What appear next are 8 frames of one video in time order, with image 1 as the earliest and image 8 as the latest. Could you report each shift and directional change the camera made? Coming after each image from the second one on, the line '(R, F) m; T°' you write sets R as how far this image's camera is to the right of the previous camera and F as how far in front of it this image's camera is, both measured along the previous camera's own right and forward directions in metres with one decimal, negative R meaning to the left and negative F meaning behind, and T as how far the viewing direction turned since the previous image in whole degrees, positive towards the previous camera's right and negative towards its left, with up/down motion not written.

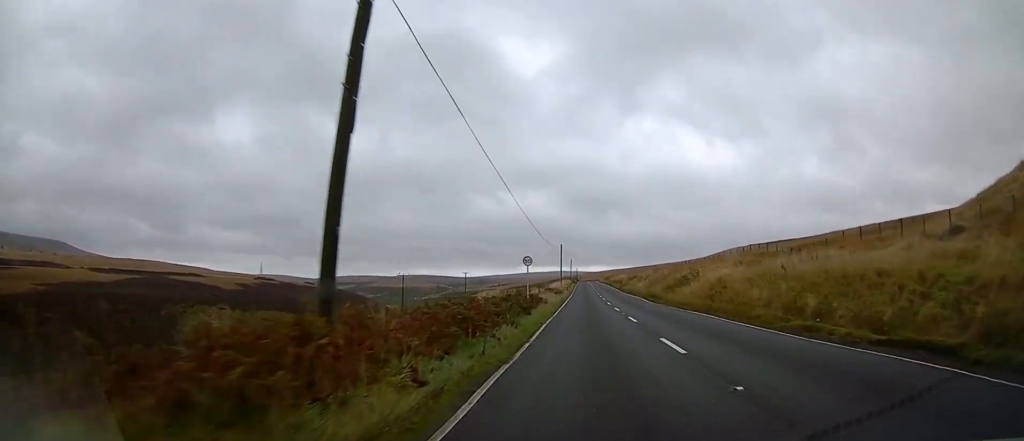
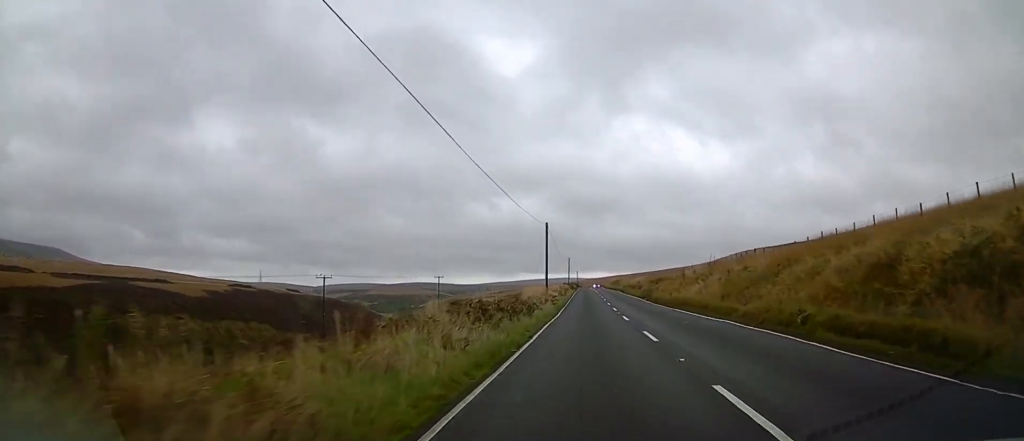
(-0.1, +31.6) m; +1°
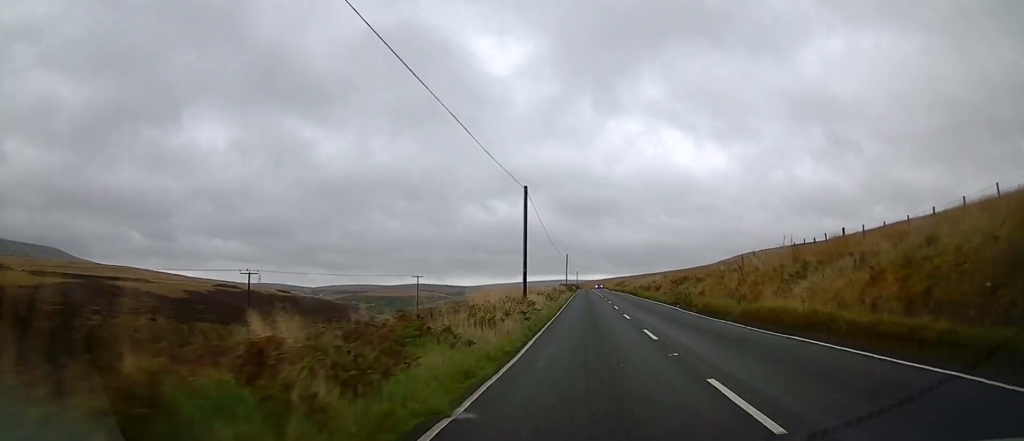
(+0.2, +16.8) m; +1°
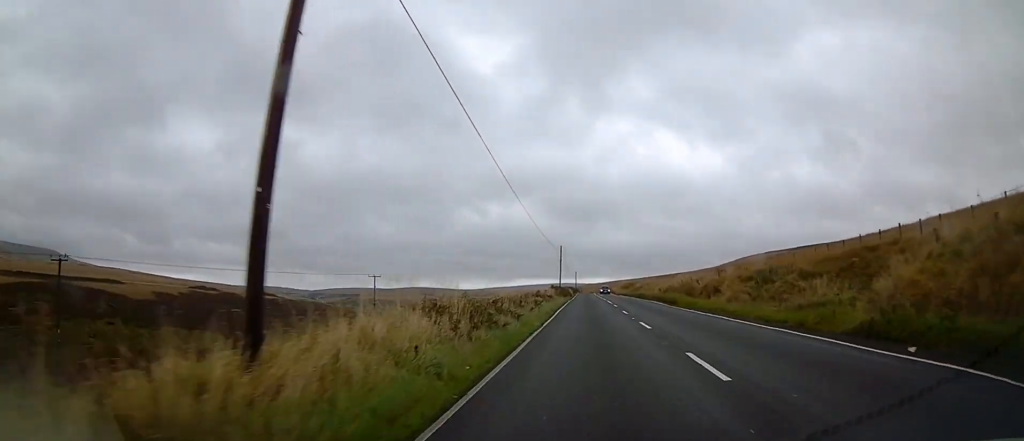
(0.0, +23.9) m; -1°
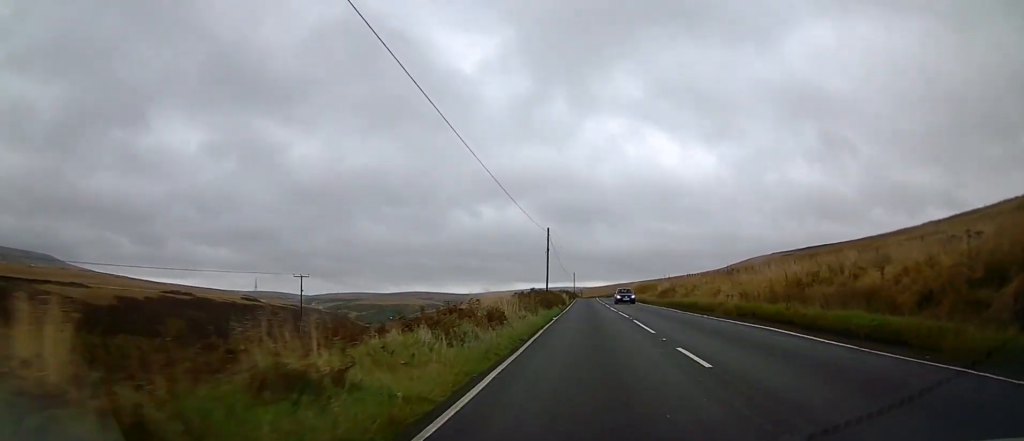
(-0.2, +24.7) m; 0°
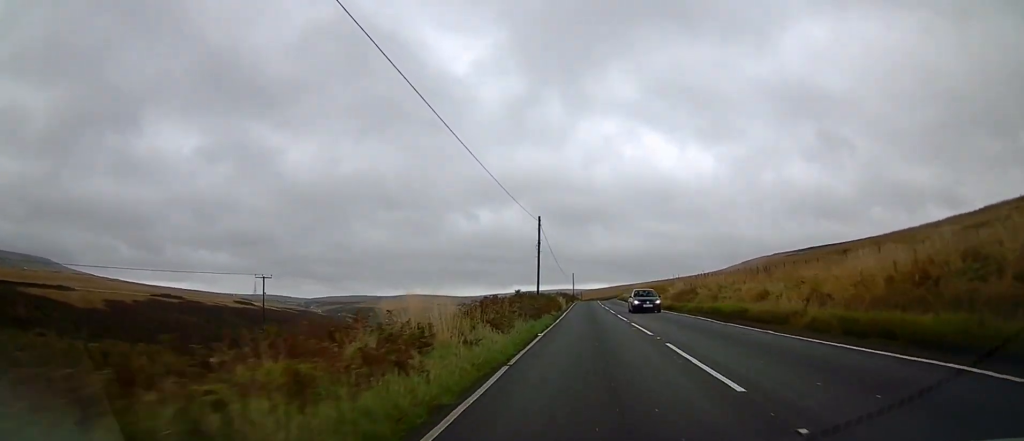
(0.0, +8.6) m; 0°
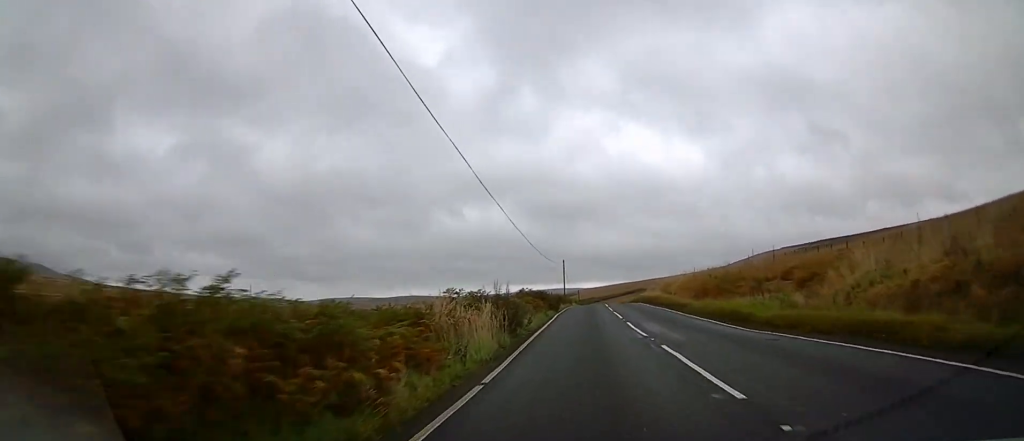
(+0.2, +37.6) m; +1°
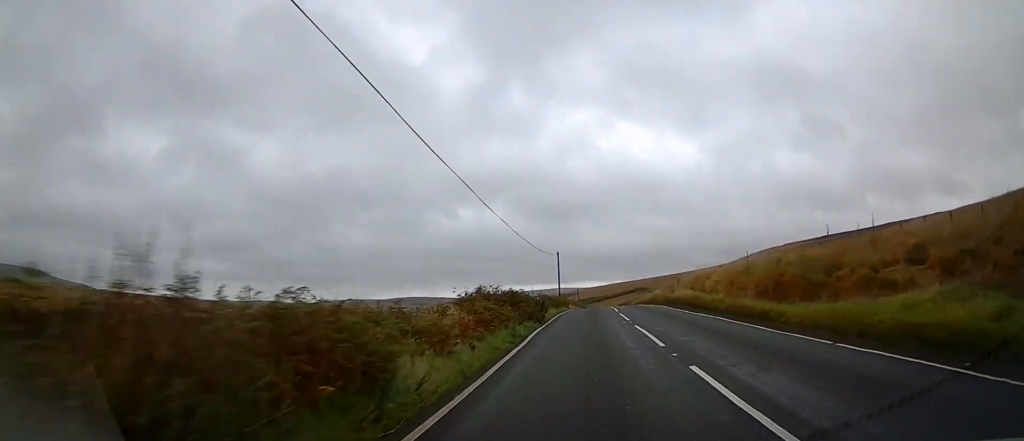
(+0.3, +13.0) m; 0°
